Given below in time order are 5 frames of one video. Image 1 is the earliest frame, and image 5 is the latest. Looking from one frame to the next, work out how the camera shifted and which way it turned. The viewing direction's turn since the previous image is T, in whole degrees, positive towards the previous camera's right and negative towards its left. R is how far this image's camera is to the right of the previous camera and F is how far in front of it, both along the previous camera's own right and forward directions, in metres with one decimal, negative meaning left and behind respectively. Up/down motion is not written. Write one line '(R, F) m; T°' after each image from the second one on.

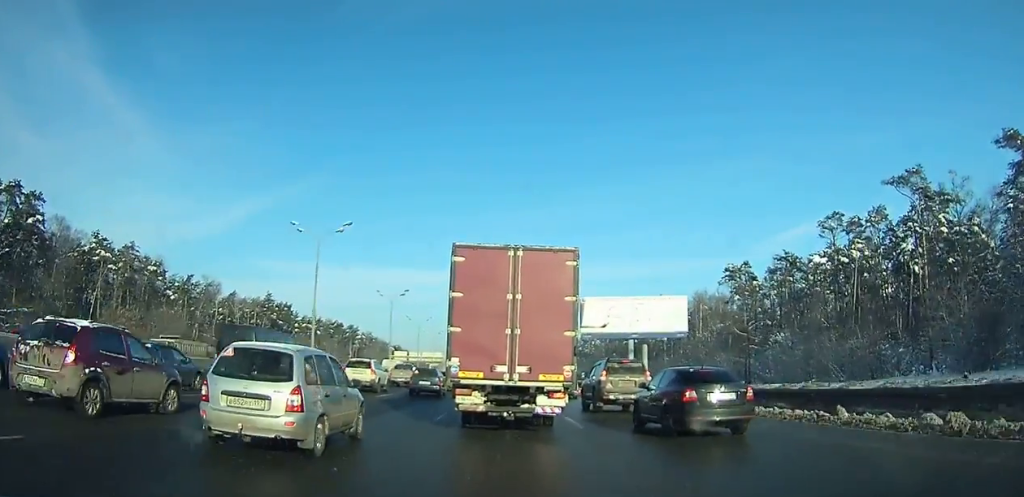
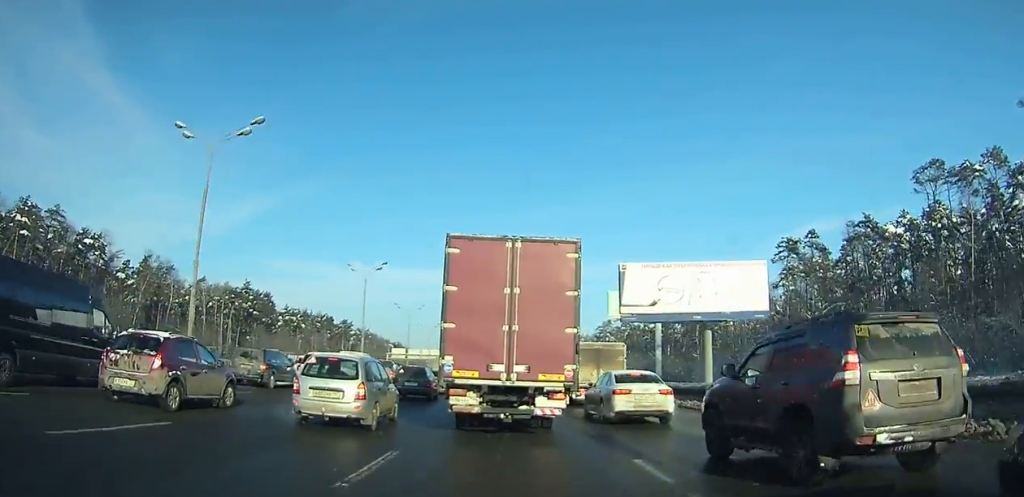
(0.0, +14.6) m; 0°
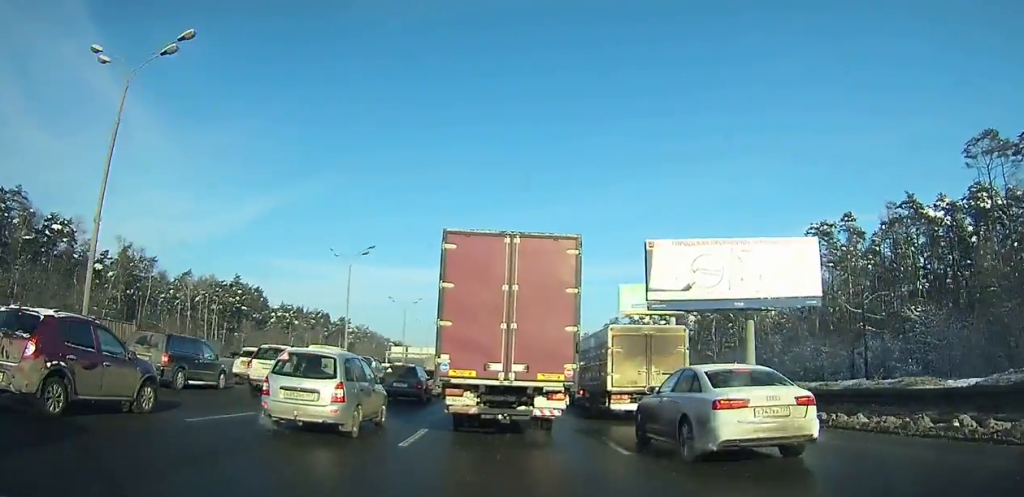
(0.0, +6.4) m; 0°
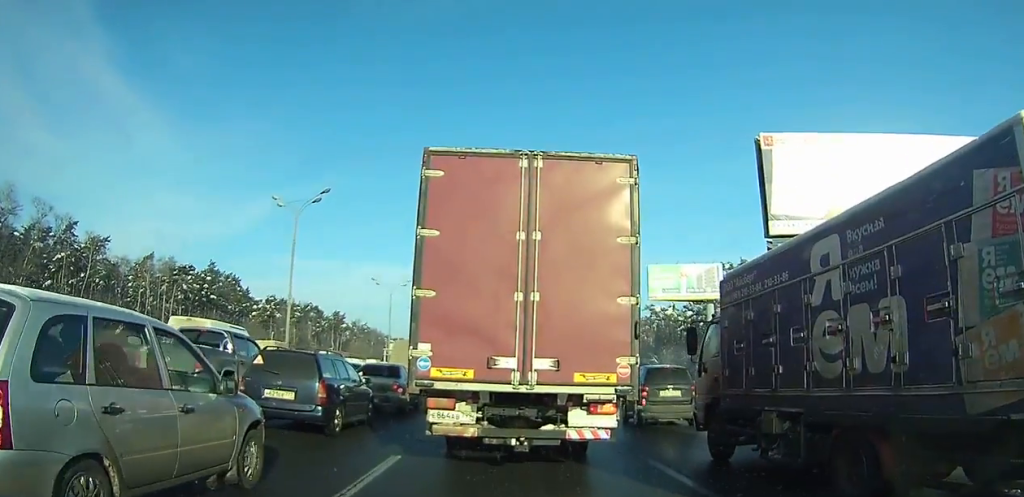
(0.0, +17.2) m; 0°
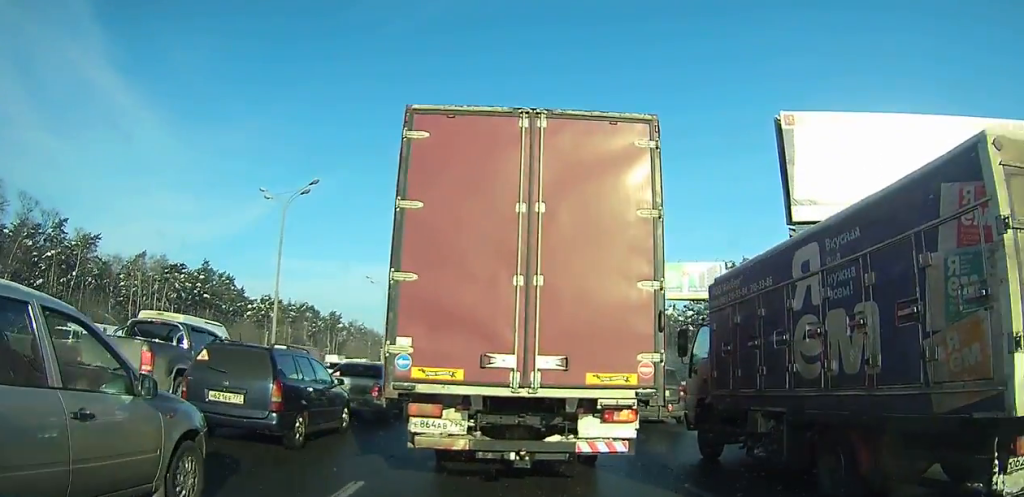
(0.0, +3.3) m; 0°
